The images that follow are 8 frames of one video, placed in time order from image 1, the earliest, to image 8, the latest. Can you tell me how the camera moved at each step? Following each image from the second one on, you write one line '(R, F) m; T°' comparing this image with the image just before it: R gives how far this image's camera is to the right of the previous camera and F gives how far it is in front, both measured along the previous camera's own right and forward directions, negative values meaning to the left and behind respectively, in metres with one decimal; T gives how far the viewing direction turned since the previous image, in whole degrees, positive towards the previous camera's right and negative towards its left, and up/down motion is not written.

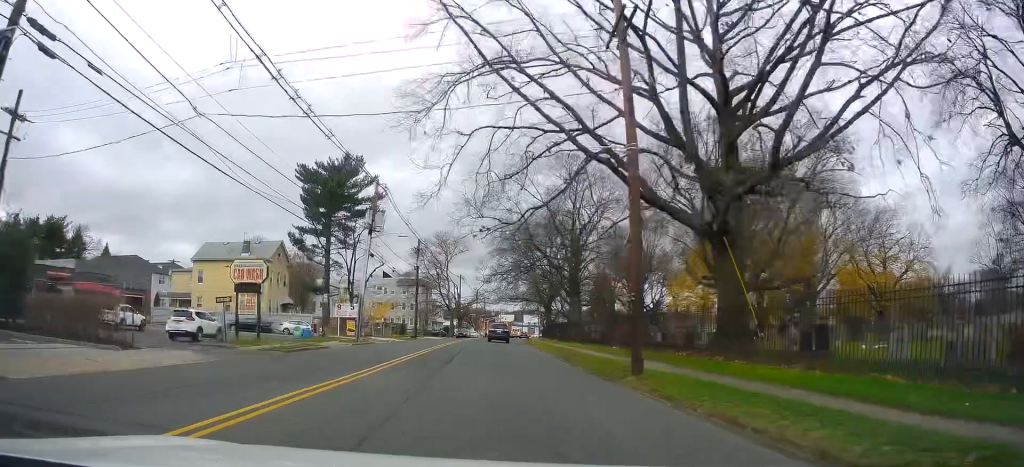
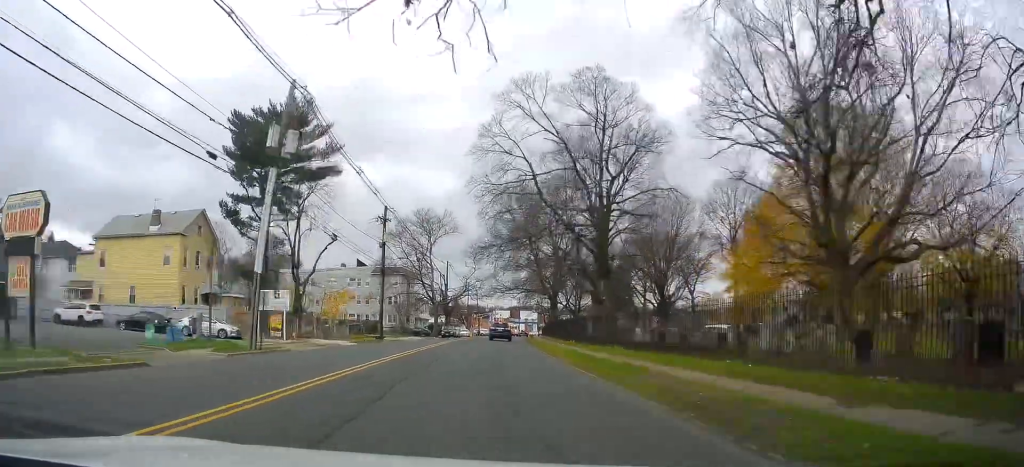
(-0.5, +17.8) m; +1°
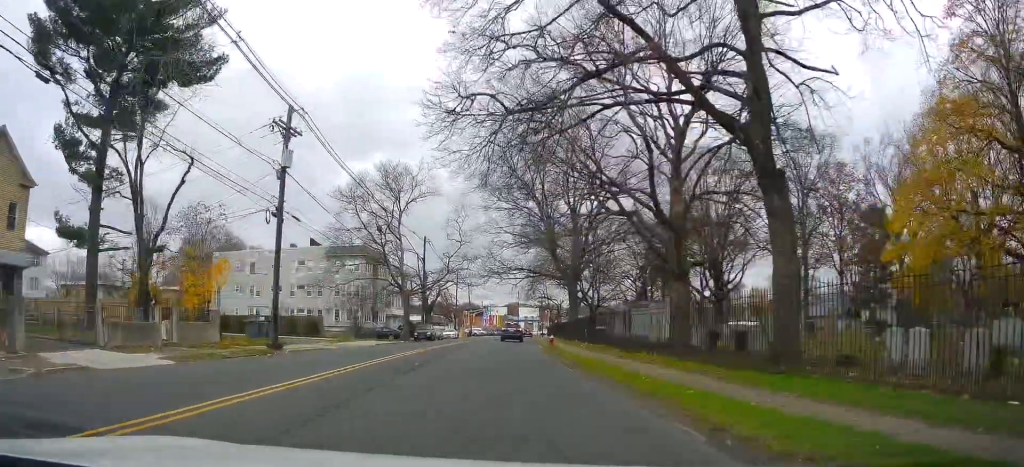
(+0.9, +25.1) m; +2°
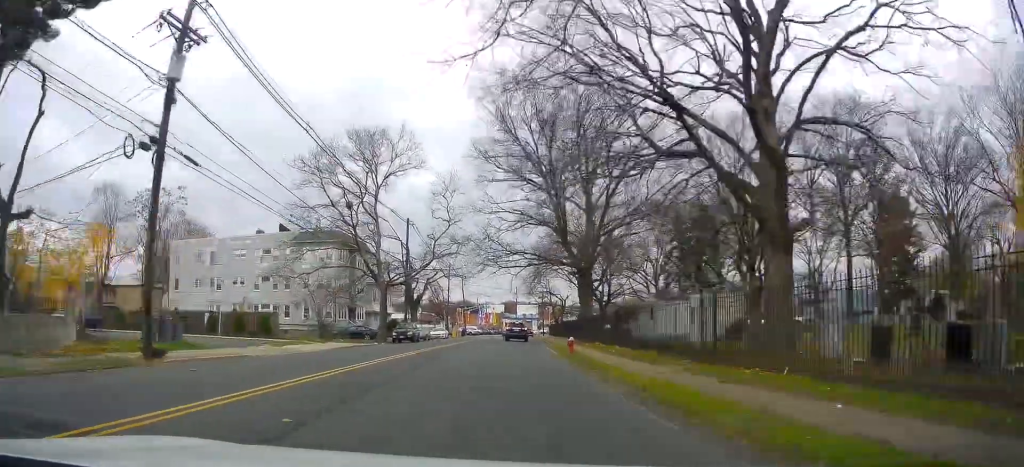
(0.0, +11.1) m; 0°
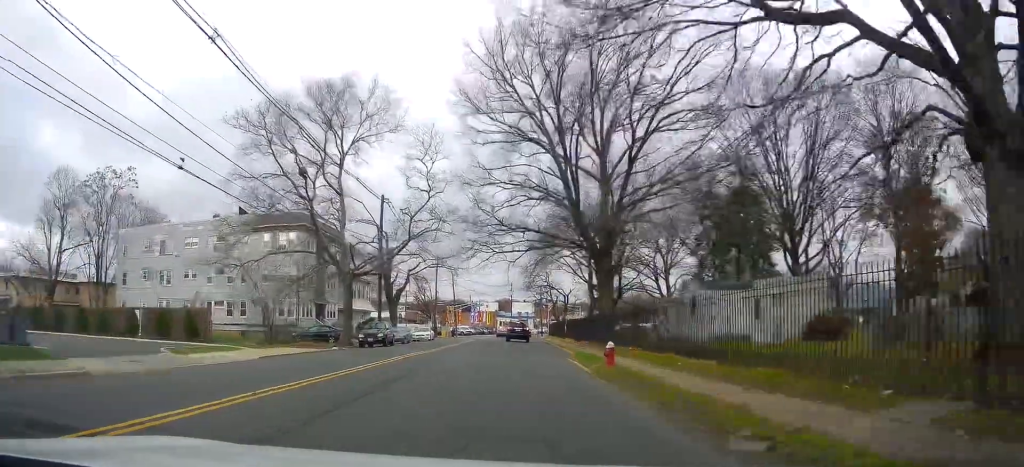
(-0.1, +9.9) m; +1°
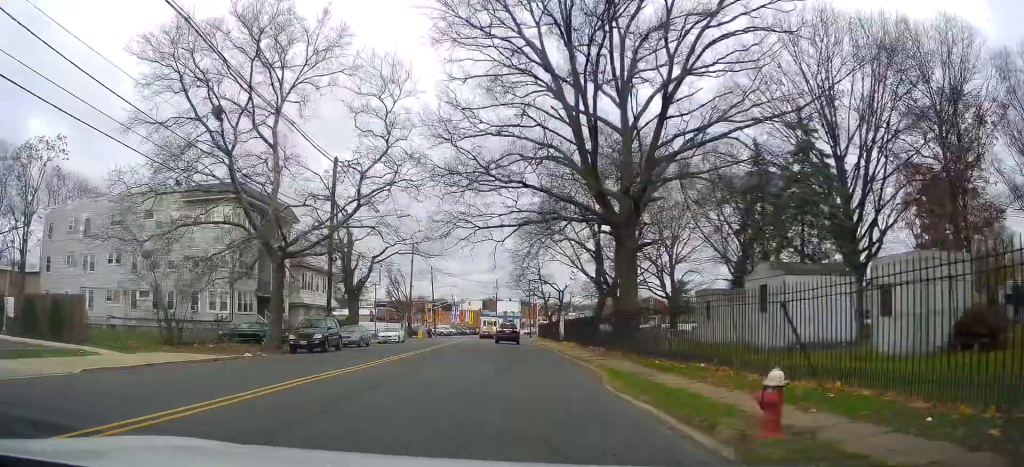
(+0.3, +10.7) m; +2°
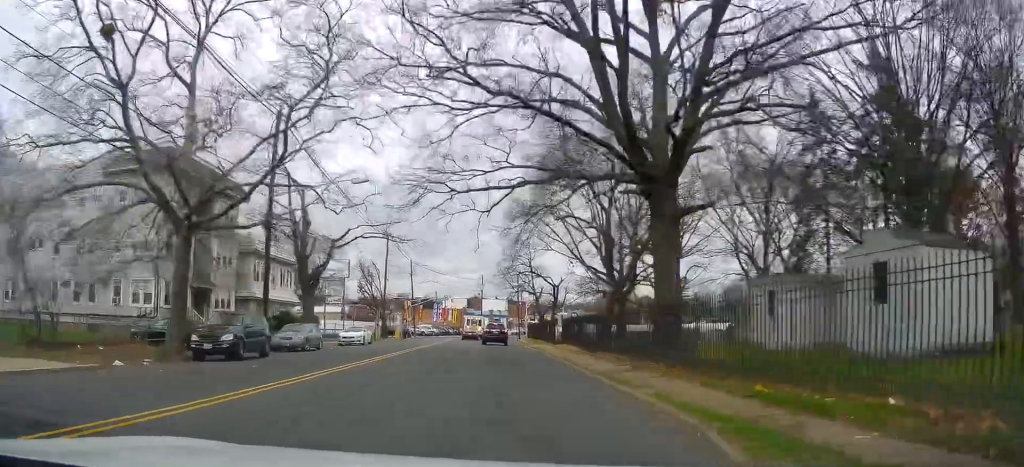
(+0.1, +9.0) m; +1°
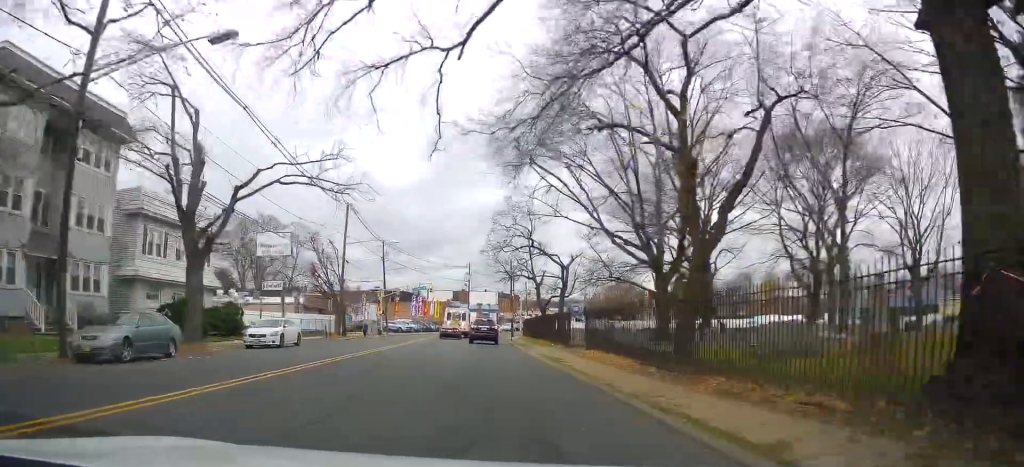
(0.0, +14.8) m; 0°
